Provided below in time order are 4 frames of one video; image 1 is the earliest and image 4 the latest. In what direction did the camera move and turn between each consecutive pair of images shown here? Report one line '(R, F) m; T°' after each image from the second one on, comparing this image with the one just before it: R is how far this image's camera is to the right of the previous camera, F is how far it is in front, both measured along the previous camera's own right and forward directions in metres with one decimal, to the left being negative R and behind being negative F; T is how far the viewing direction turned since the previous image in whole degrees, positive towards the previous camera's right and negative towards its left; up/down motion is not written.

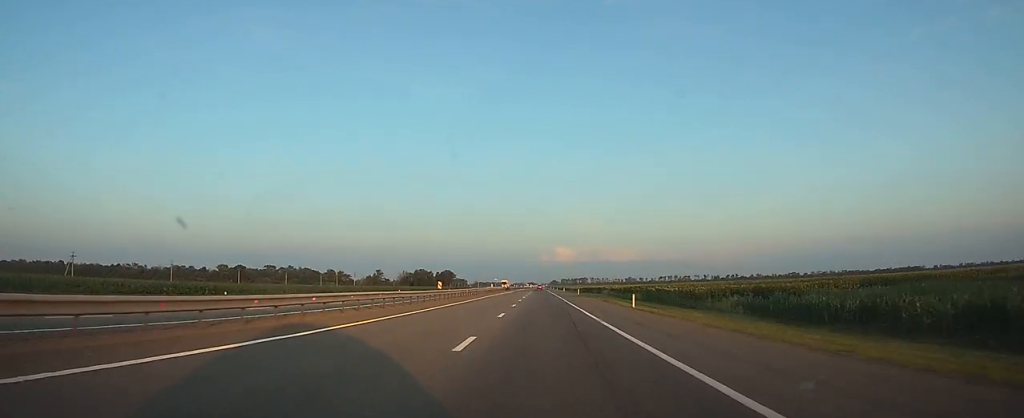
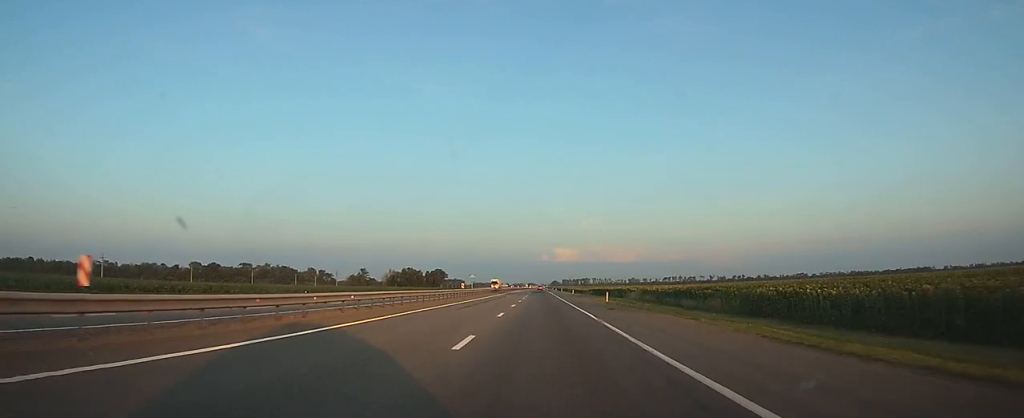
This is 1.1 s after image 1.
(-0.1, +35.8) m; 0°
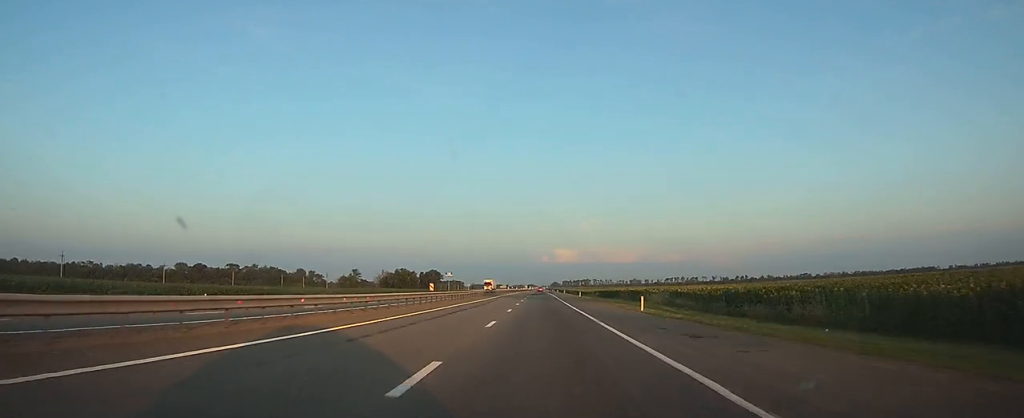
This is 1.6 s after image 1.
(0.0, +16.8) m; 0°
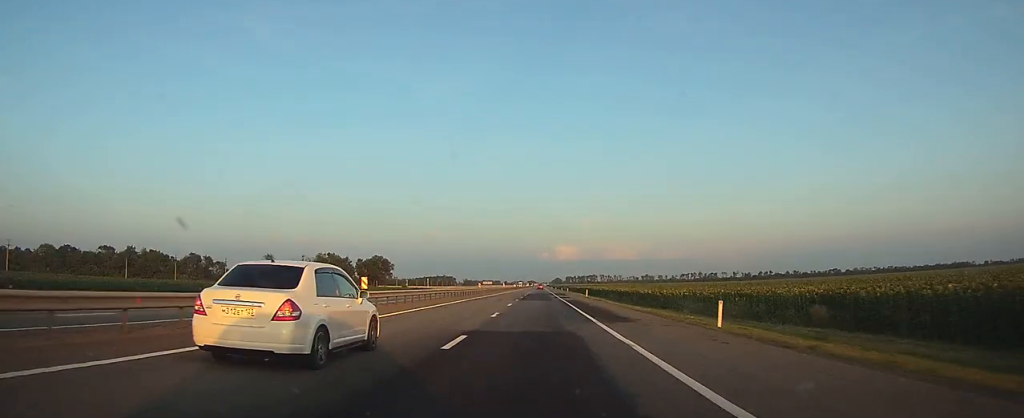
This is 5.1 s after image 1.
(0.0, +115.9) m; 0°
